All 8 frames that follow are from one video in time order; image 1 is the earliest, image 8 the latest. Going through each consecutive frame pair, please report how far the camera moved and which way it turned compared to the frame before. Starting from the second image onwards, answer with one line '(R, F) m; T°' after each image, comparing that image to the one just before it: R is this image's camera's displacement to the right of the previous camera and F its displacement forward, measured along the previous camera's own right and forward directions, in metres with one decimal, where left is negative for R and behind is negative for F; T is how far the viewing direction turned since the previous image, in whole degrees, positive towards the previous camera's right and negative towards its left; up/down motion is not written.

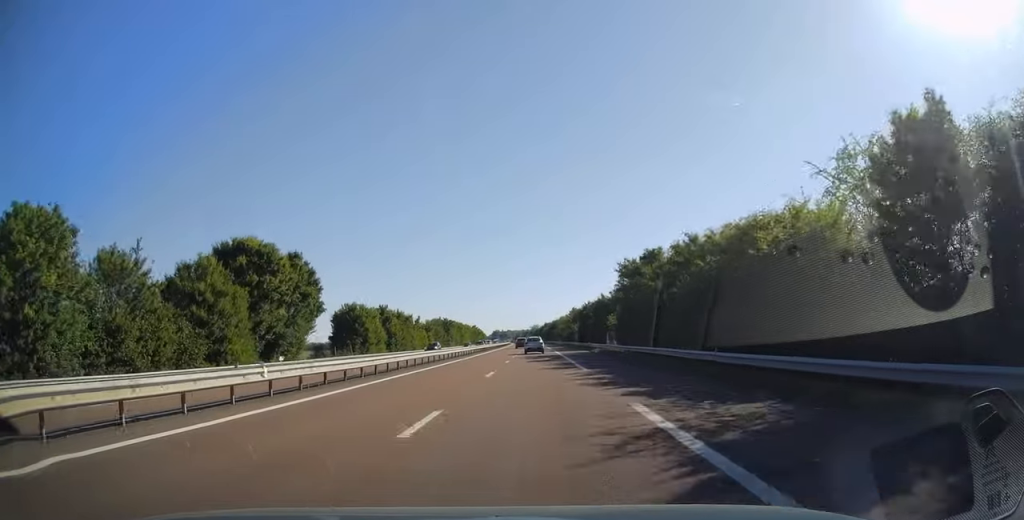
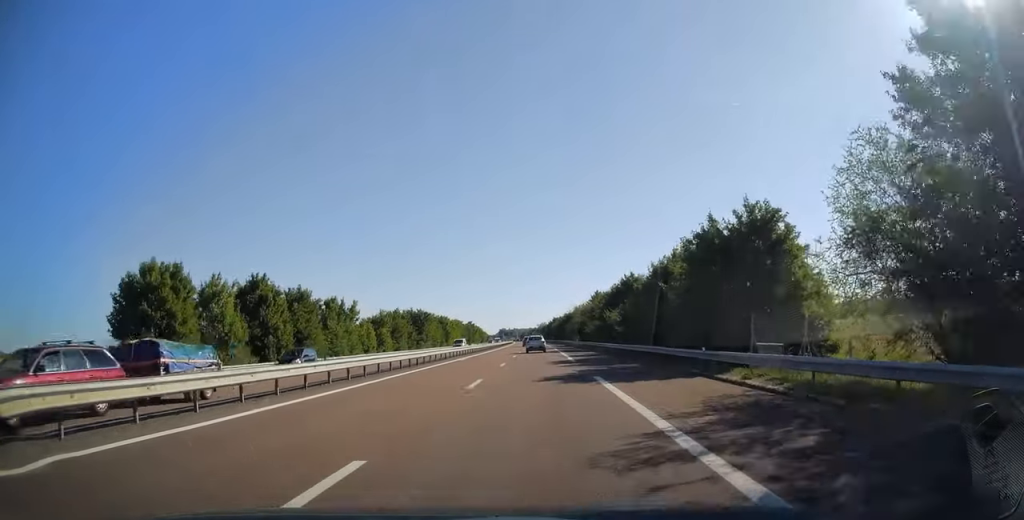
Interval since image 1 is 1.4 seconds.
(-0.4, +43.8) m; -1°
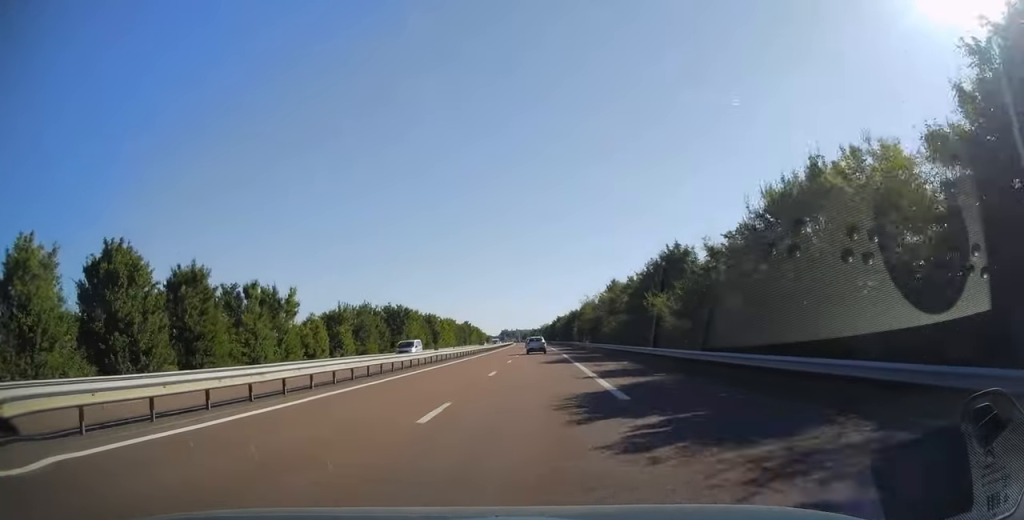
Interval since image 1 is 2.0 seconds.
(+0.1, +19.5) m; 0°
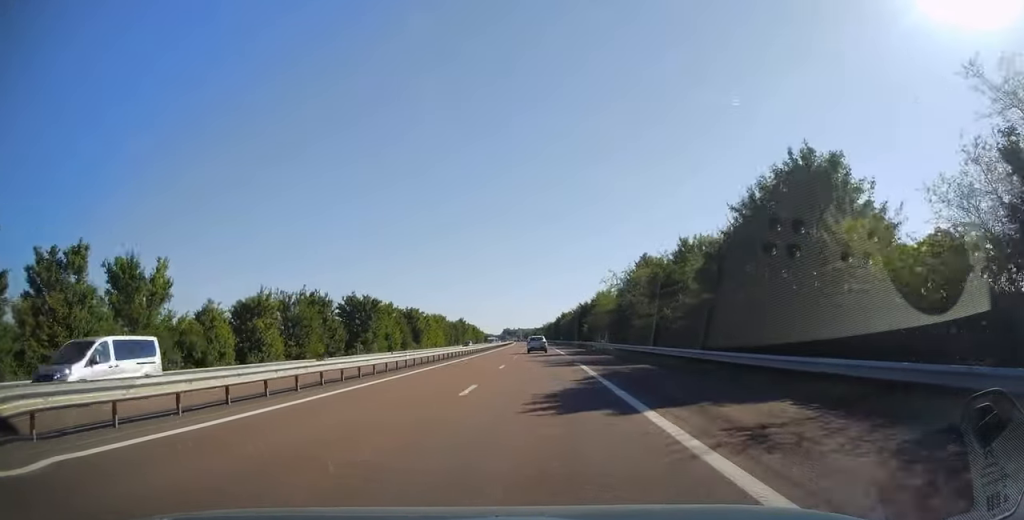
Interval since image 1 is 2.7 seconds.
(-0.1, +21.1) m; 0°
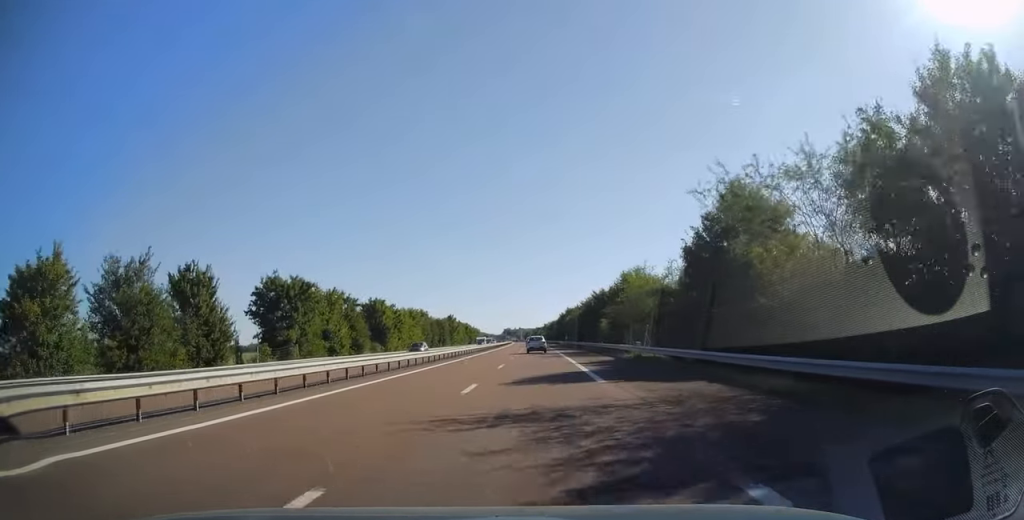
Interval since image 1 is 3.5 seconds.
(-0.2, +25.2) m; 0°
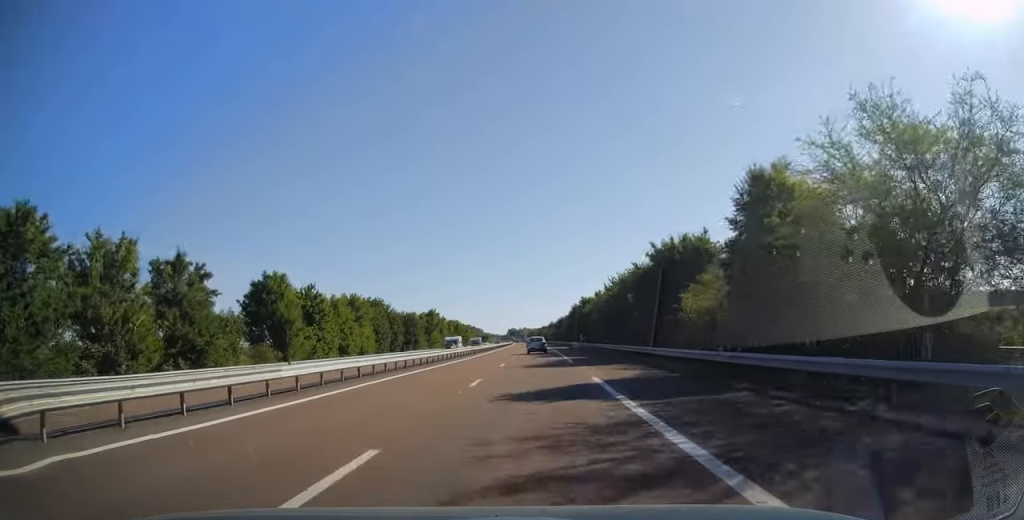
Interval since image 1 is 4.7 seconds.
(-0.1, +36.7) m; 0°
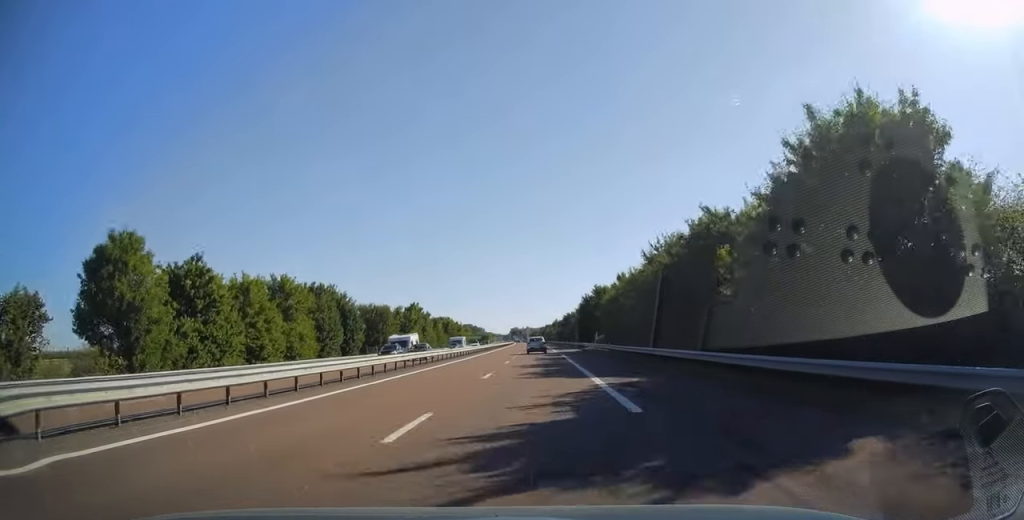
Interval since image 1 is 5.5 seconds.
(0.0, +22.2) m; 0°
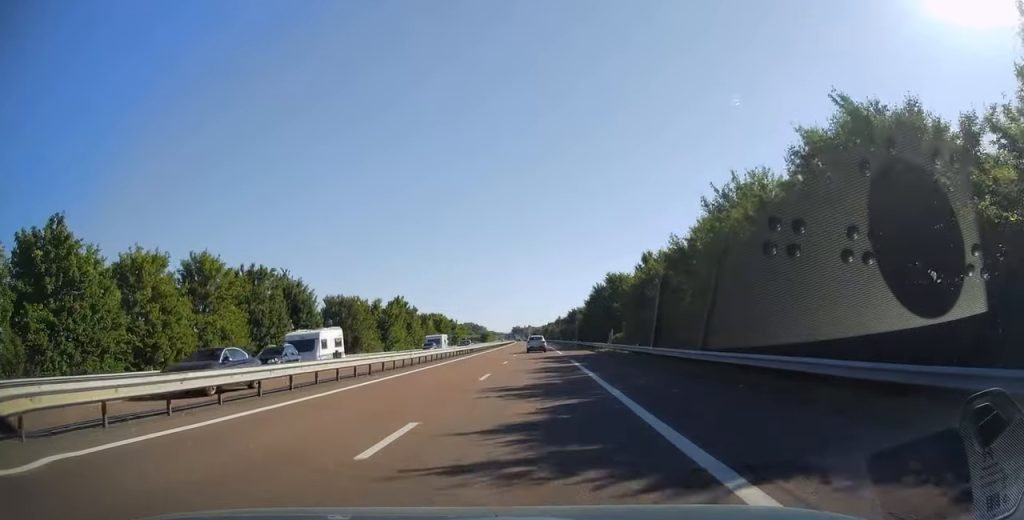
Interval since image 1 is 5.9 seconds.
(0.0, +14.4) m; 0°
